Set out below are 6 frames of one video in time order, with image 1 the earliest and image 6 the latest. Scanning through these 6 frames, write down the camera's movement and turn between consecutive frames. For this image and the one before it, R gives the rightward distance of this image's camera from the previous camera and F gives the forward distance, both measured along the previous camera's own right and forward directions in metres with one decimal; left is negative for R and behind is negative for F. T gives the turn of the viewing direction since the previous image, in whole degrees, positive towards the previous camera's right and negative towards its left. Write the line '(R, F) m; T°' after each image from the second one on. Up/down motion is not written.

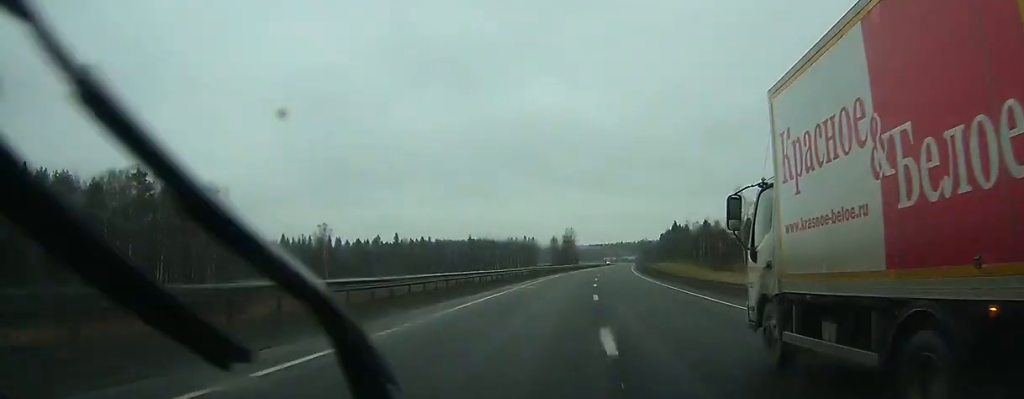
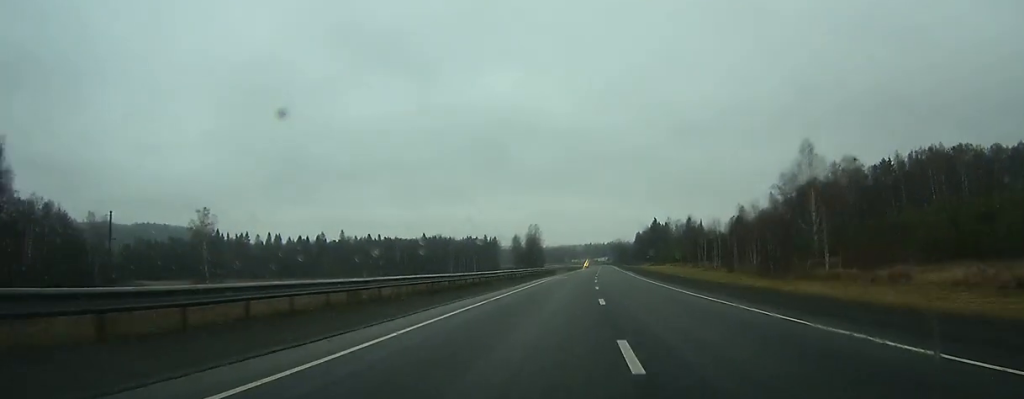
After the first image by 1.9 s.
(+1.0, +50.1) m; +3°
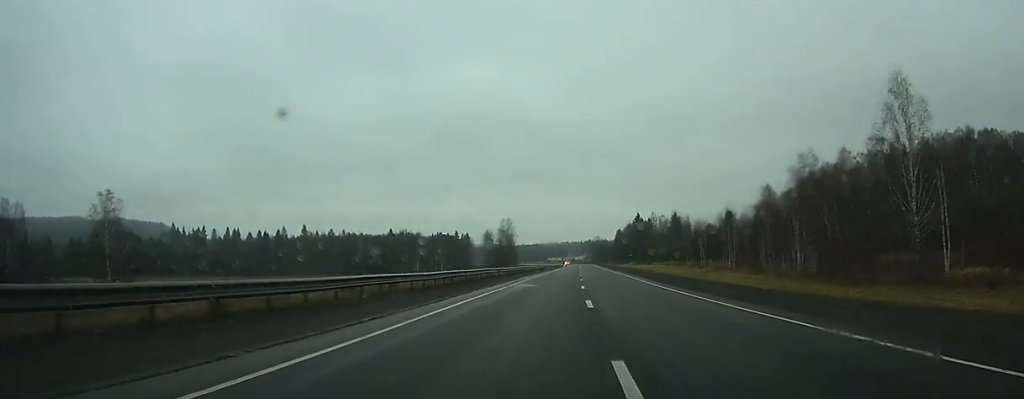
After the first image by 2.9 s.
(+0.2, +26.3) m; +1°
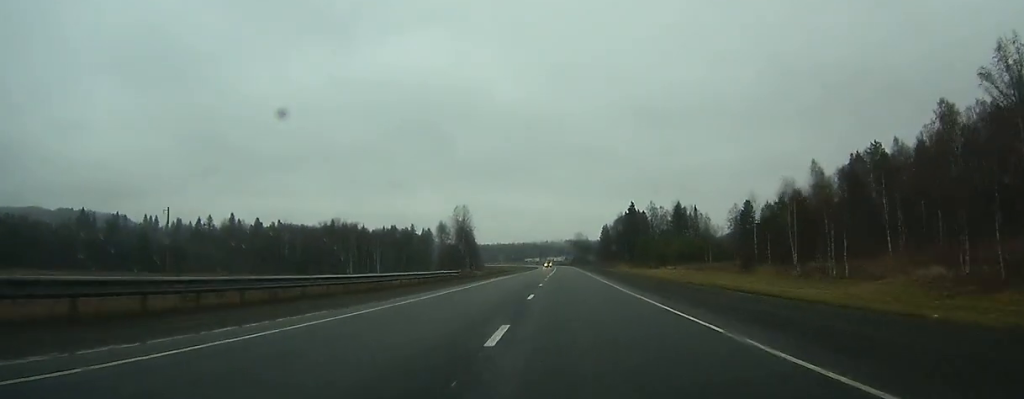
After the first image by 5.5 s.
(+2.1, +67.7) m; +2°
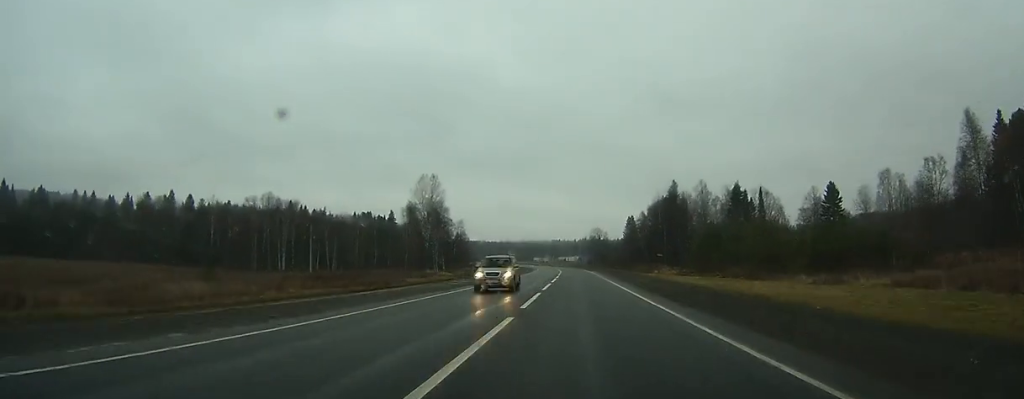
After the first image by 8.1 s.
(-0.1, +70.0) m; 0°
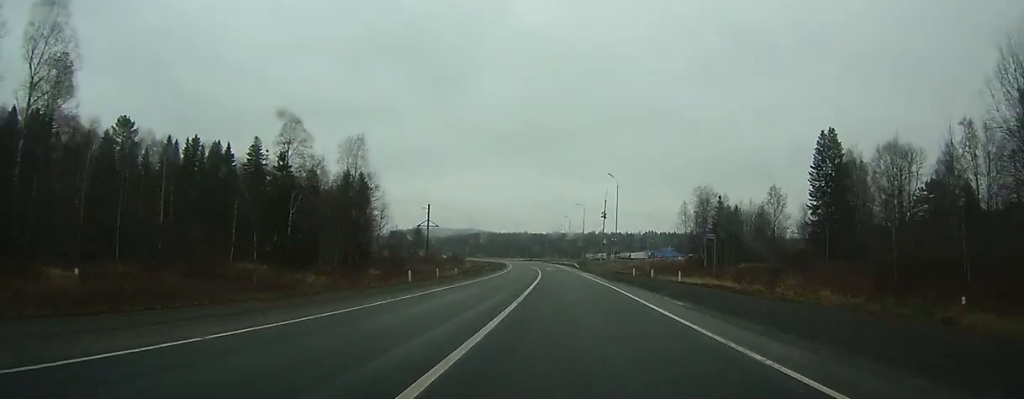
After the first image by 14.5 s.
(-5.4, +168.6) m; -5°
